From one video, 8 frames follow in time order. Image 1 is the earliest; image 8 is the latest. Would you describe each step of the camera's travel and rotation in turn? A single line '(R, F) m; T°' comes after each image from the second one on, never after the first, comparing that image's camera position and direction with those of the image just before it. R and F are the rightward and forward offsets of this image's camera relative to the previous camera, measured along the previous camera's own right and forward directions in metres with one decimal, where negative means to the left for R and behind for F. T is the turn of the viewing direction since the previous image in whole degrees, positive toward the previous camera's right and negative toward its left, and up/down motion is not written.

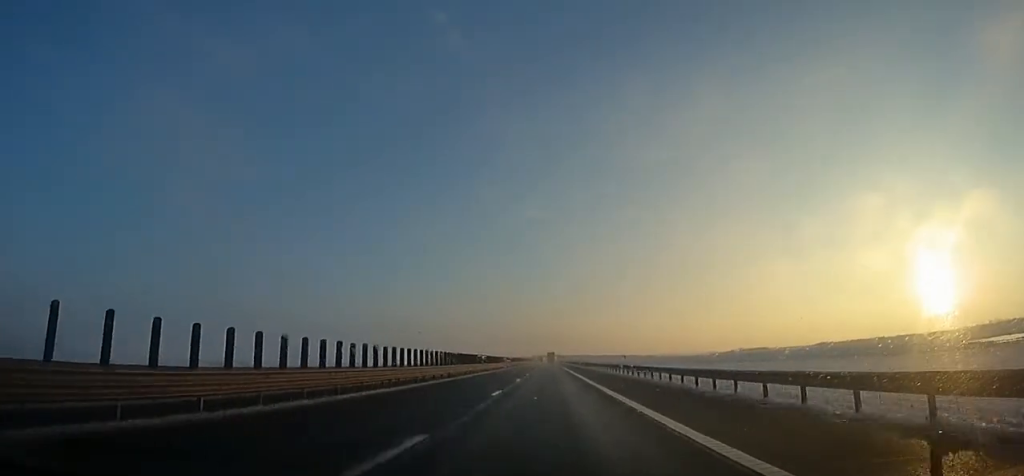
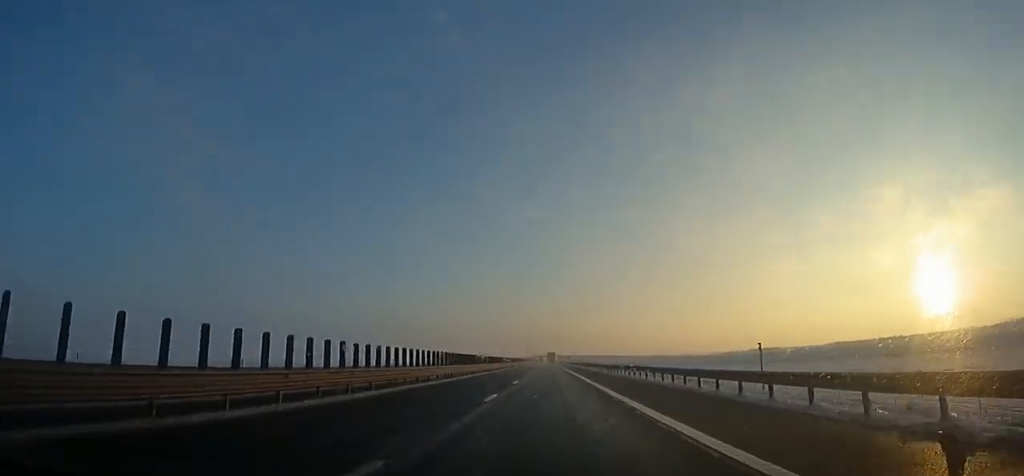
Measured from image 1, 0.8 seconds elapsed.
(-0.2, +24.8) m; 0°
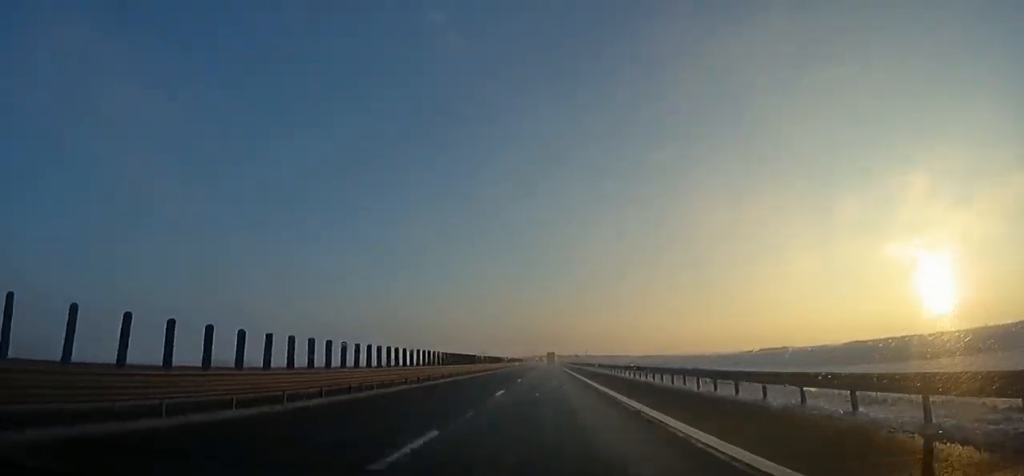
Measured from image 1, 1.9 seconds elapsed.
(-0.6, +31.8) m; 0°
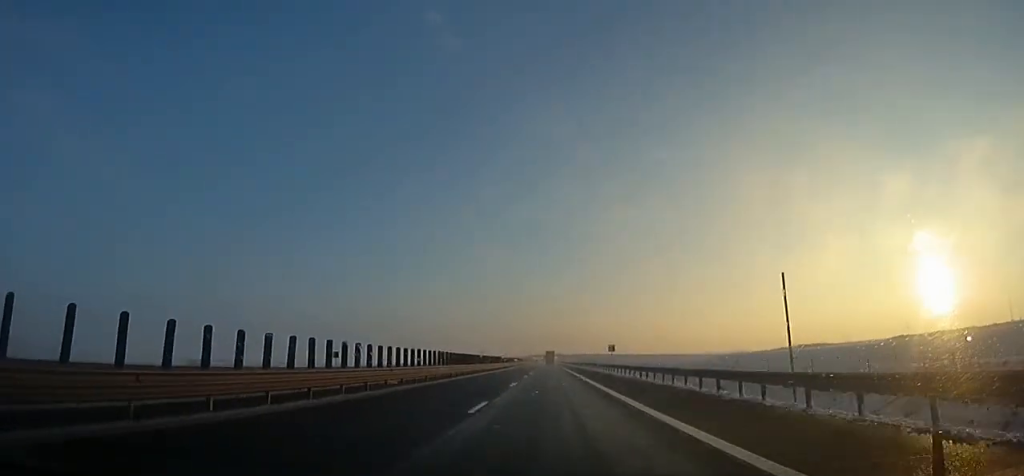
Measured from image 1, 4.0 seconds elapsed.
(+0.7, +61.7) m; +1°
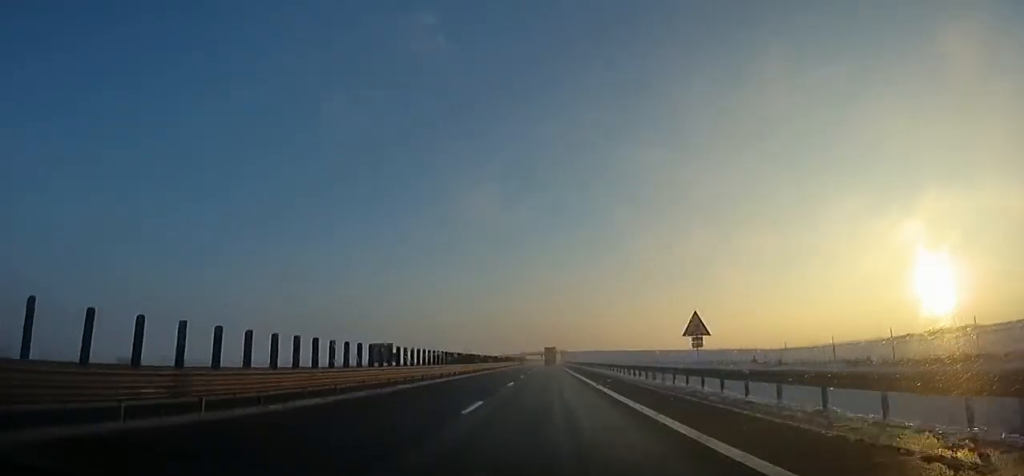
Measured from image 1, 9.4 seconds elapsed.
(+0.2, +148.6) m; 0°
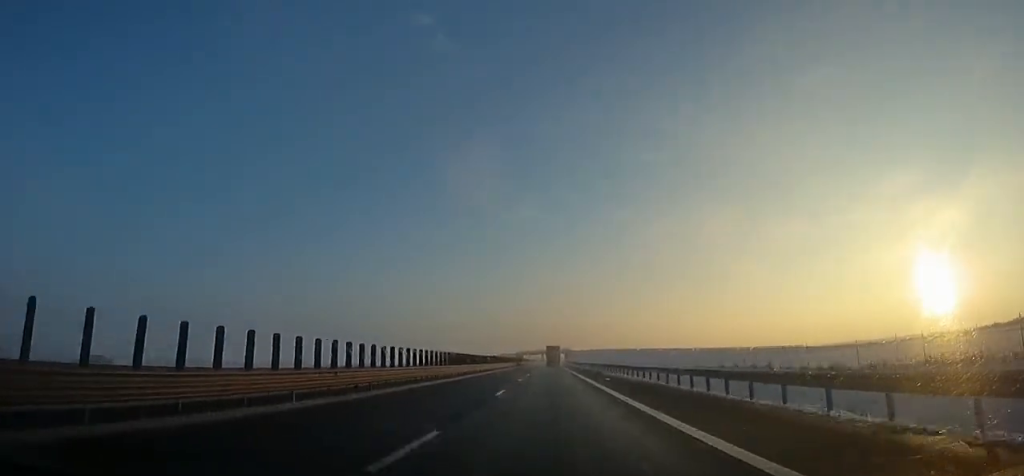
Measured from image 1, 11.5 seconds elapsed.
(-0.4, +68.7) m; 0°
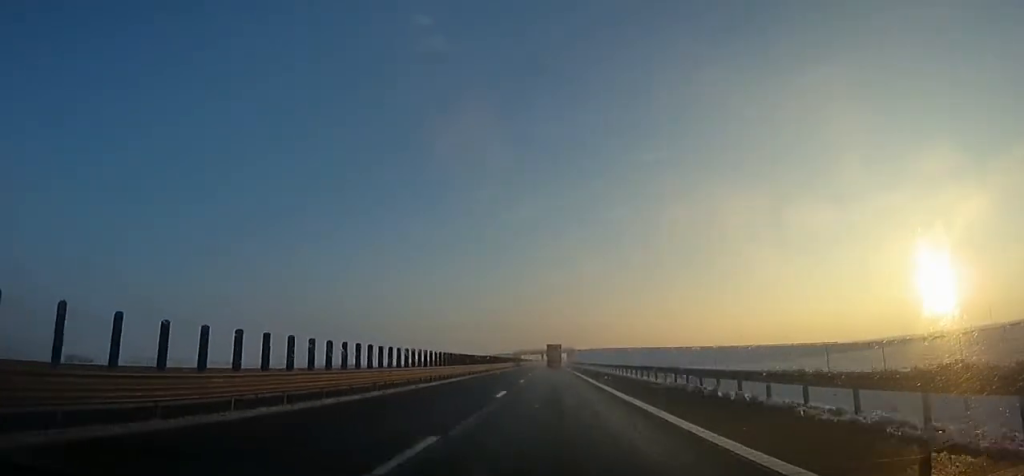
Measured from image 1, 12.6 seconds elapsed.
(-0.1, +42.7) m; 0°
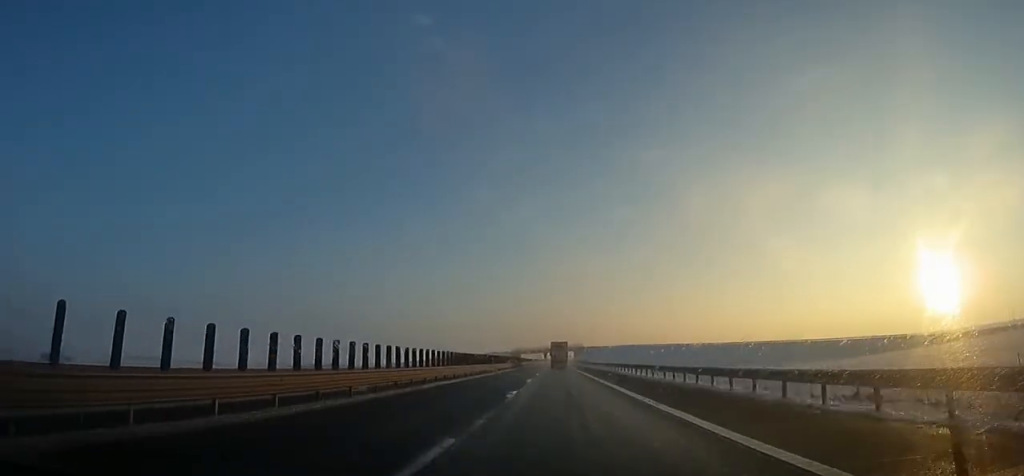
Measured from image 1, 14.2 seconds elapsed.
(+0.2, +56.9) m; 0°
